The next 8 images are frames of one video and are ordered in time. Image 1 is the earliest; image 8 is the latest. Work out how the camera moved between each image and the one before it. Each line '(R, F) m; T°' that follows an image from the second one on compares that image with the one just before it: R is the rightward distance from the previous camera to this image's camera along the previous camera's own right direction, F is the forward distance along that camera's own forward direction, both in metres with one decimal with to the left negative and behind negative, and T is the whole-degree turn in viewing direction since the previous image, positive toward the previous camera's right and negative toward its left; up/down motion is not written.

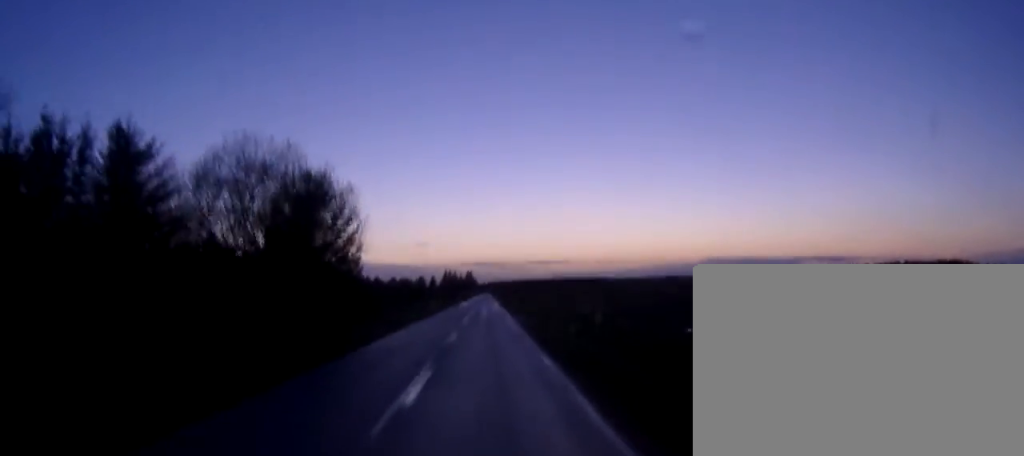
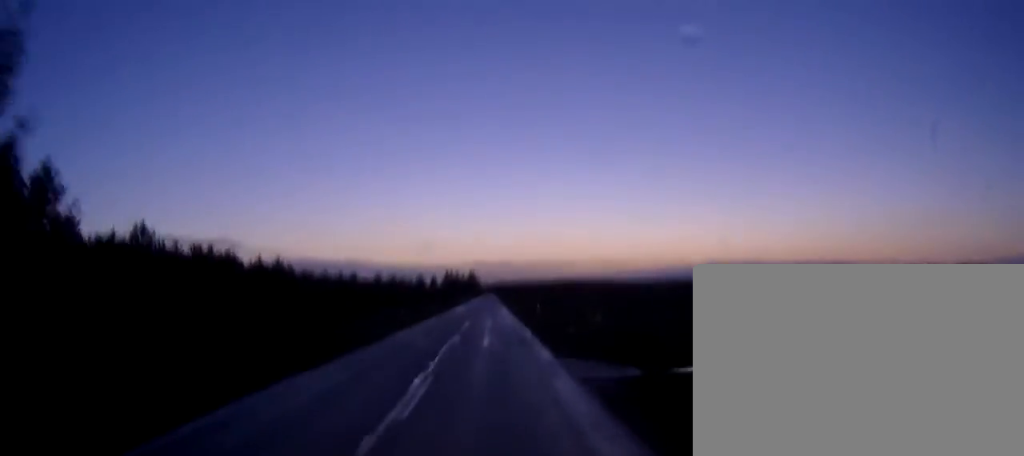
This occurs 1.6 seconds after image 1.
(-0.2, +31.2) m; -1°
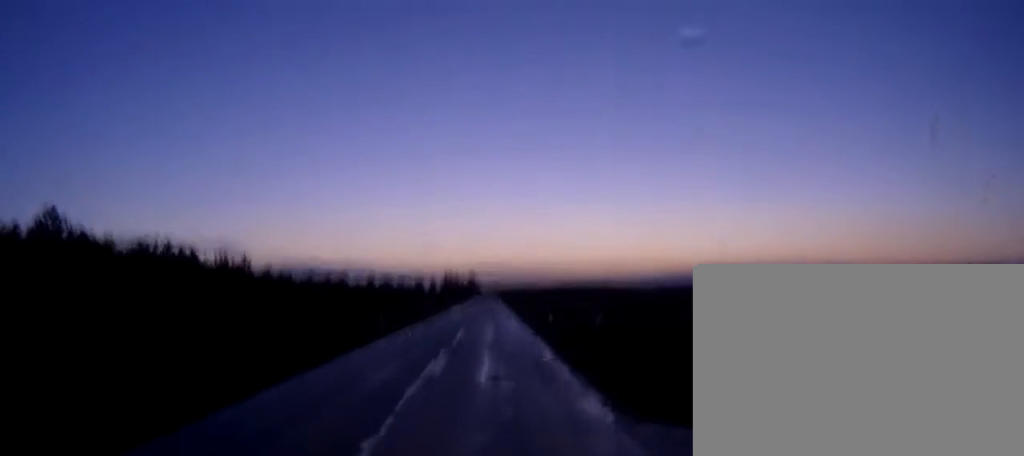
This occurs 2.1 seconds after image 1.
(-0.1, +9.8) m; 0°
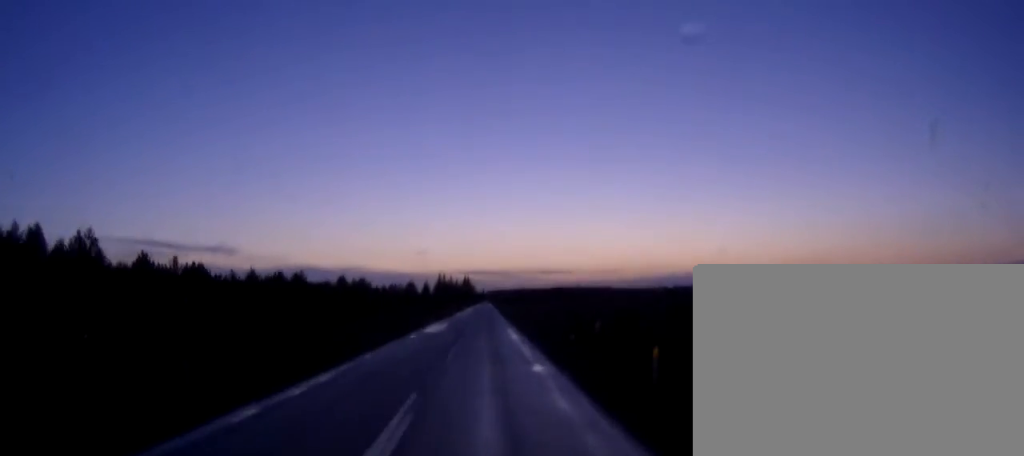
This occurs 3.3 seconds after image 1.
(+0.2, +24.3) m; 0°
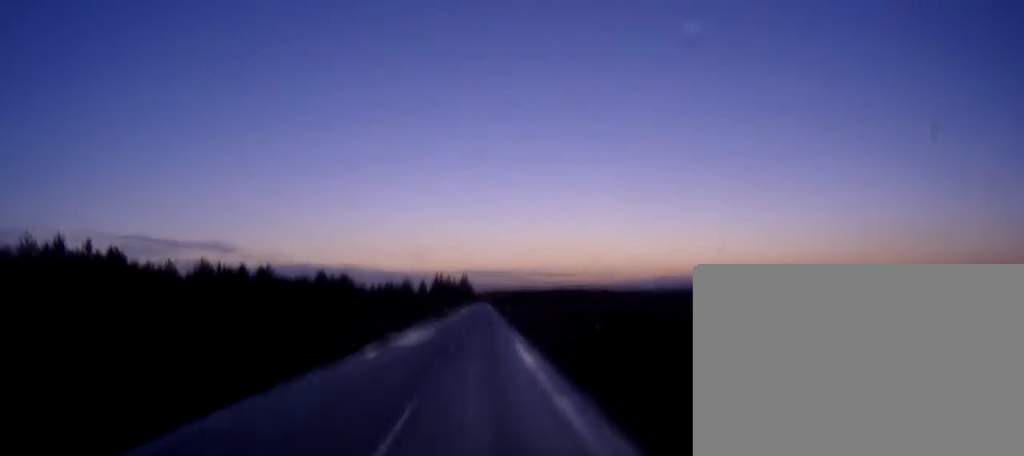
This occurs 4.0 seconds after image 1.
(-0.1, +13.9) m; 0°
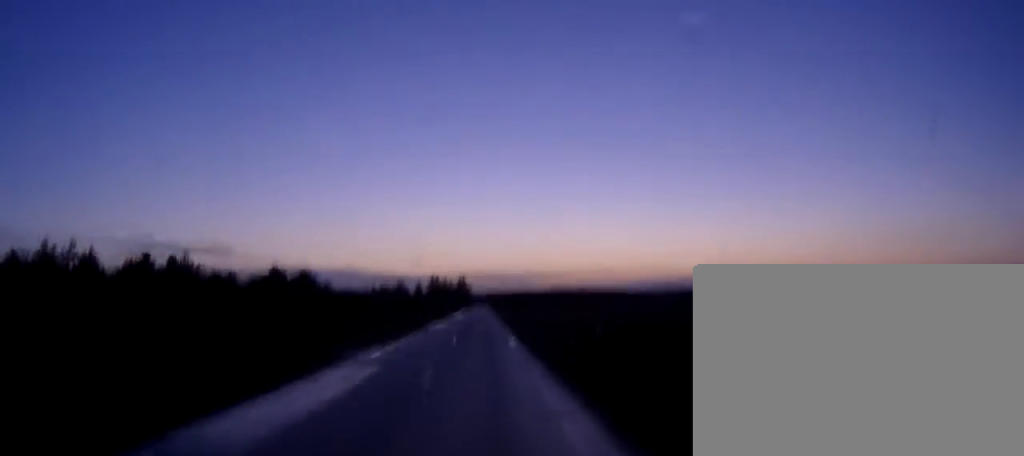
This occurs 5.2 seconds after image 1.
(+0.1, +22.5) m; 0°
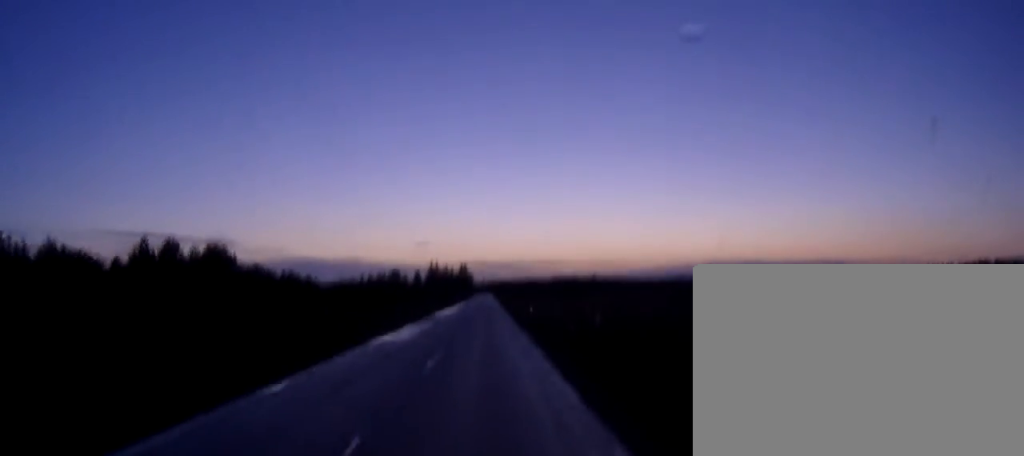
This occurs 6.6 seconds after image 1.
(0.0, +29.2) m; 0°
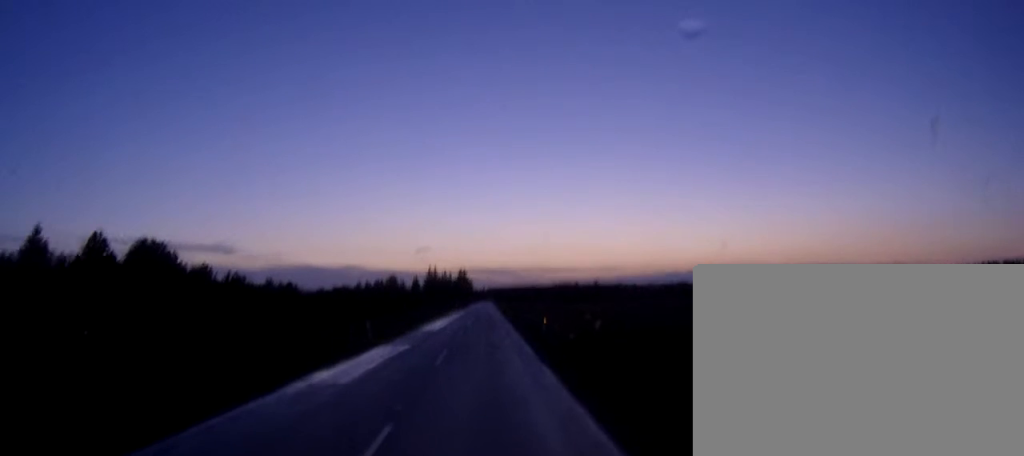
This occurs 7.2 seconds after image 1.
(0.0, +11.3) m; 0°
